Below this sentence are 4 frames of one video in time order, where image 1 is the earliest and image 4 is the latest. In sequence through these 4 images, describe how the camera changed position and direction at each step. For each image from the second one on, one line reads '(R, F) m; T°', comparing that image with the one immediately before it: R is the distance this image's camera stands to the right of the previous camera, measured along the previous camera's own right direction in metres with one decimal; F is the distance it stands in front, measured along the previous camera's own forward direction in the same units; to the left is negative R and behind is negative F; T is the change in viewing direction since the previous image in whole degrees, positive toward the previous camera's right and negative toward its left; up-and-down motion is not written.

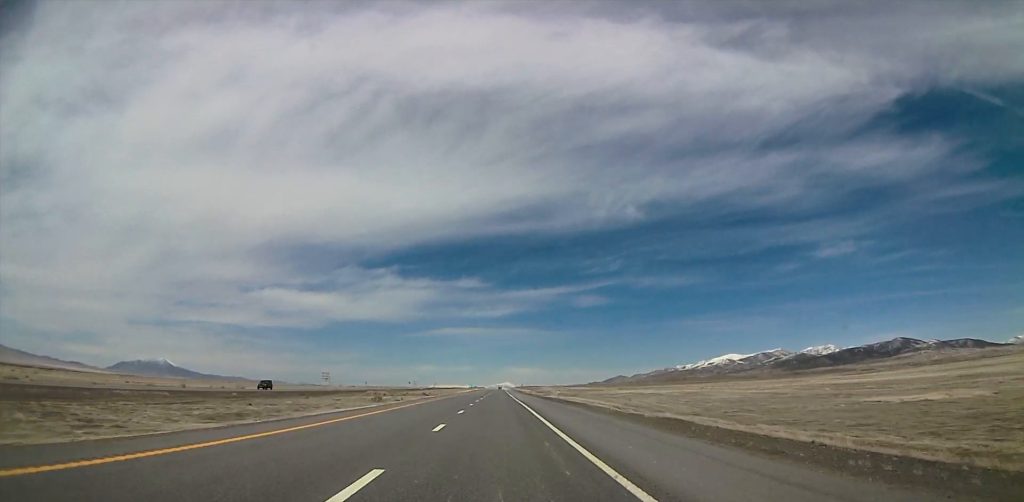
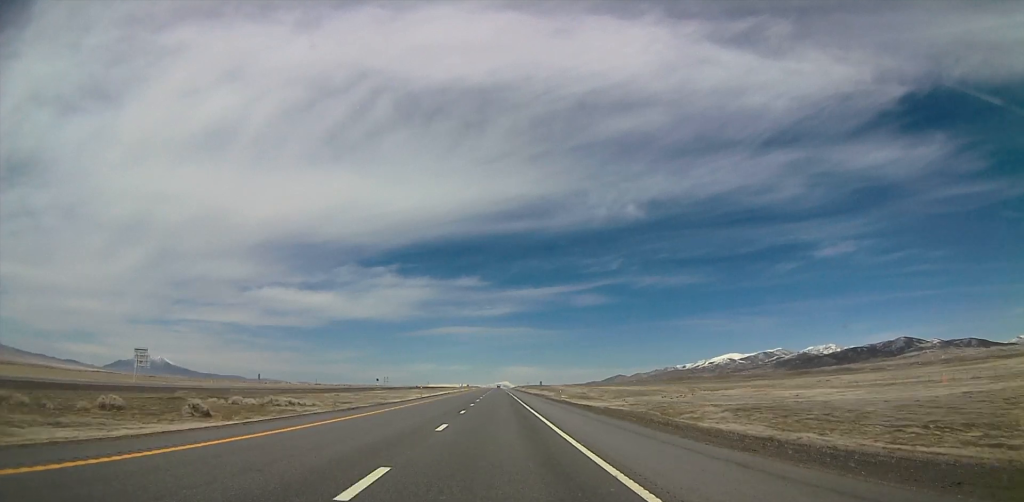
(+1.1, +120.9) m; -1°
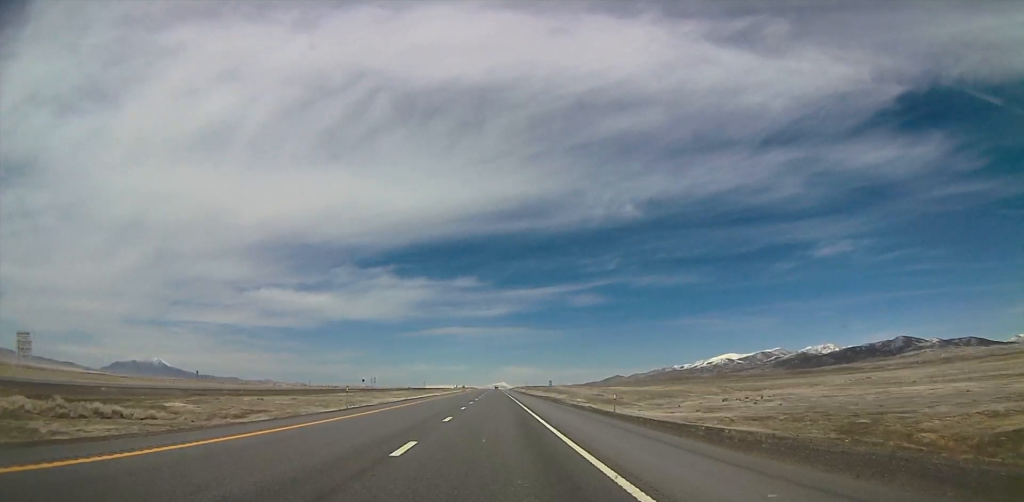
(-0.8, +32.4) m; +1°
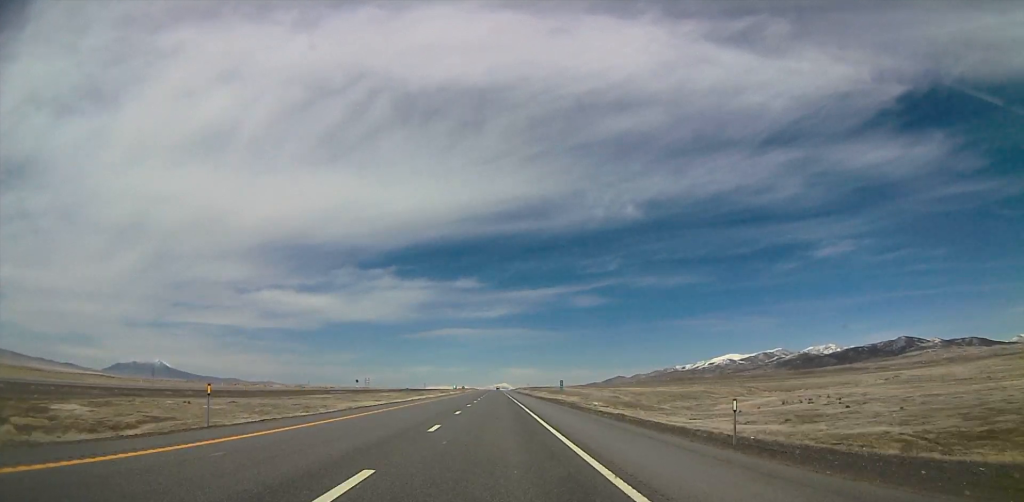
(+0.2, +17.7) m; +1°
